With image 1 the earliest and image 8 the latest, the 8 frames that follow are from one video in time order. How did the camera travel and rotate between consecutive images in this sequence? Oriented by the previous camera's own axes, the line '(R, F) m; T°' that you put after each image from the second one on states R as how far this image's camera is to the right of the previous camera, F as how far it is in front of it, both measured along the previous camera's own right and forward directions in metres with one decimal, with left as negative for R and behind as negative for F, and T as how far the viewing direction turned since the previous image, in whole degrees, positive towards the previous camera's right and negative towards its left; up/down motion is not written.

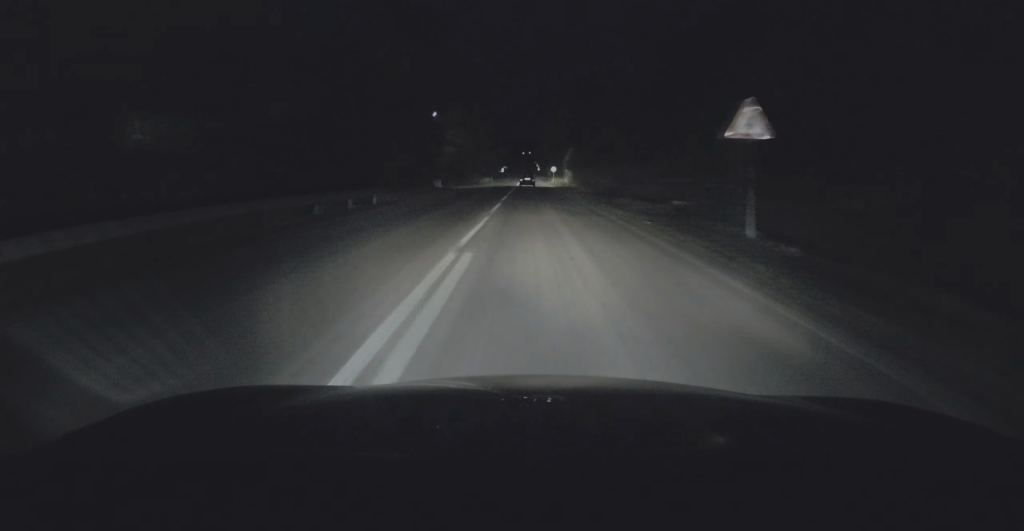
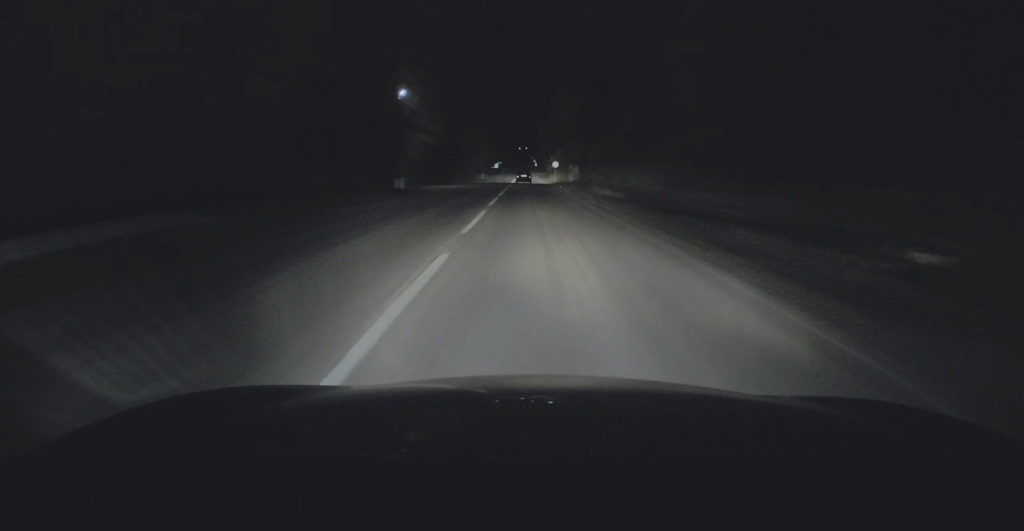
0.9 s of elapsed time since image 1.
(+0.1, +17.1) m; -1°
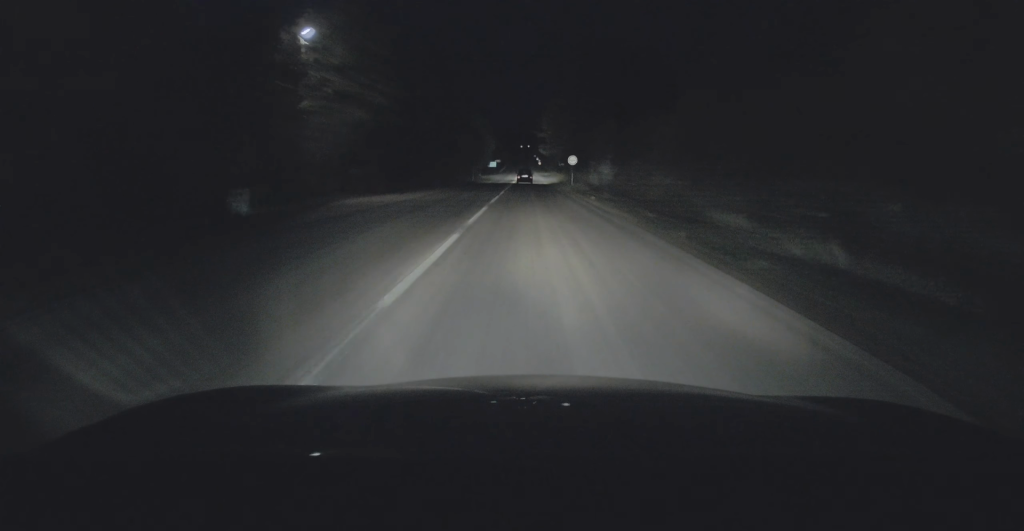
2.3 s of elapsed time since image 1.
(-0.6, +24.2) m; -1°
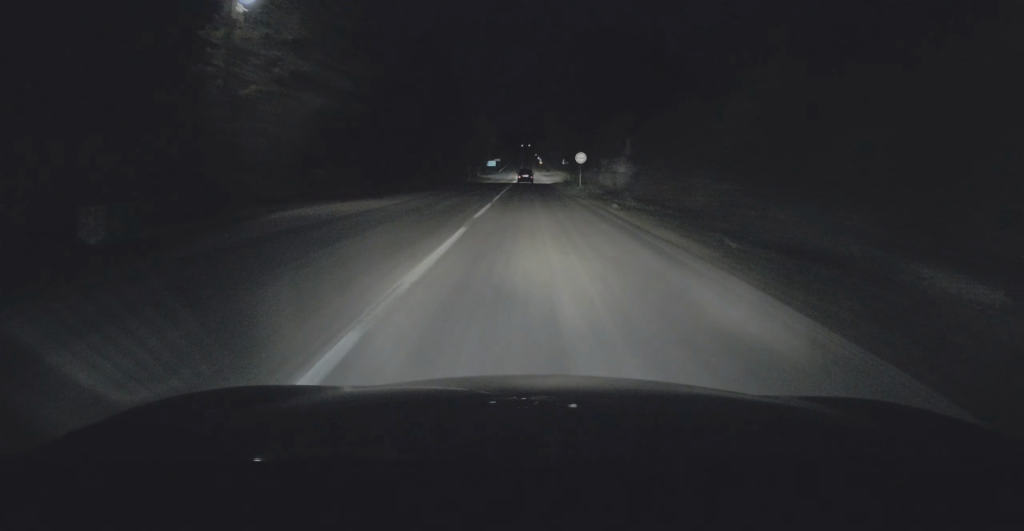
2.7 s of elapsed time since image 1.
(0.0, +7.8) m; +1°
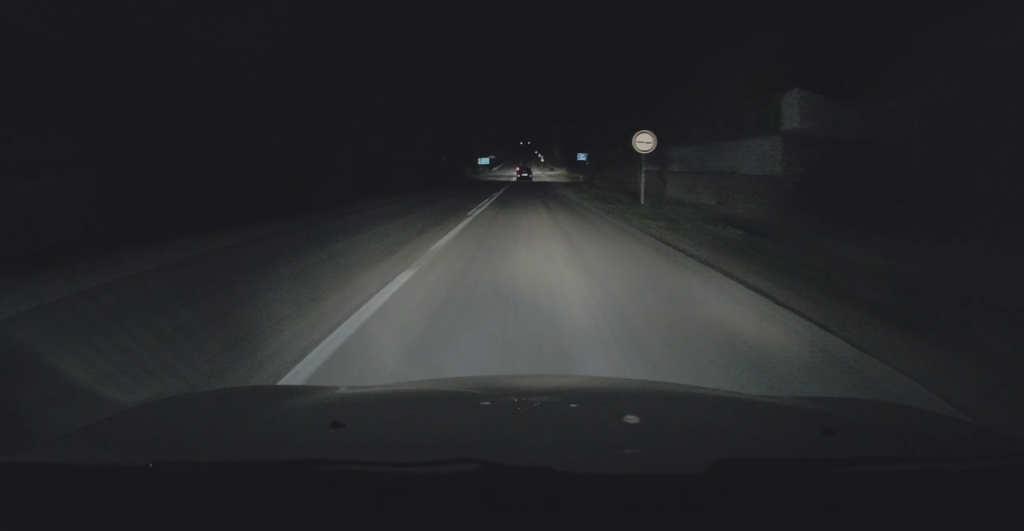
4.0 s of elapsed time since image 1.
(+0.5, +23.7) m; +1°
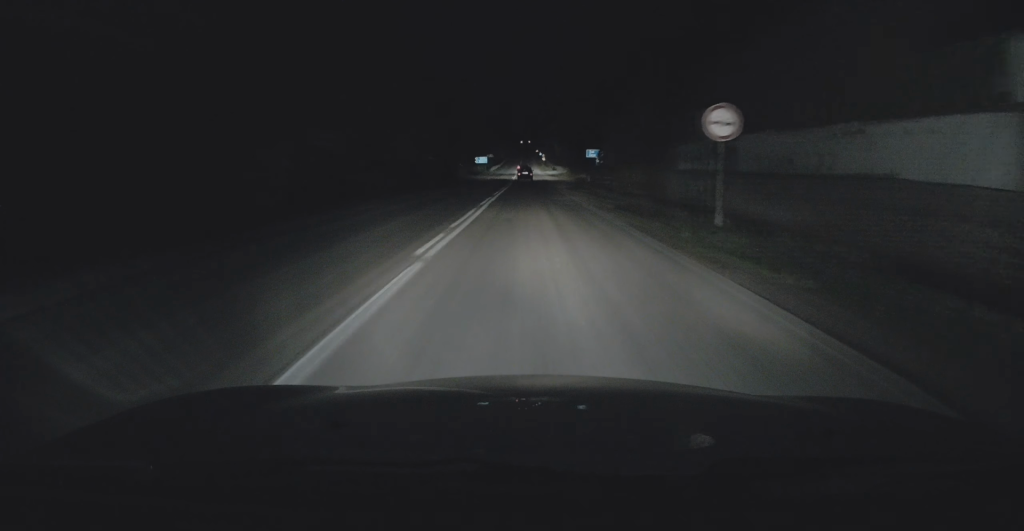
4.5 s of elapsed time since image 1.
(-0.2, +8.2) m; 0°
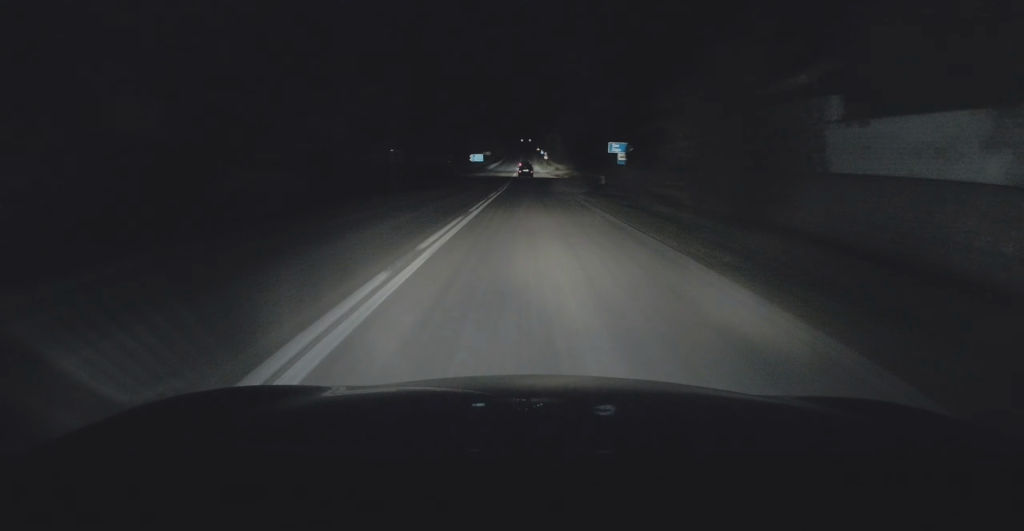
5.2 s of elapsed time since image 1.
(-0.2, +12.9) m; 0°
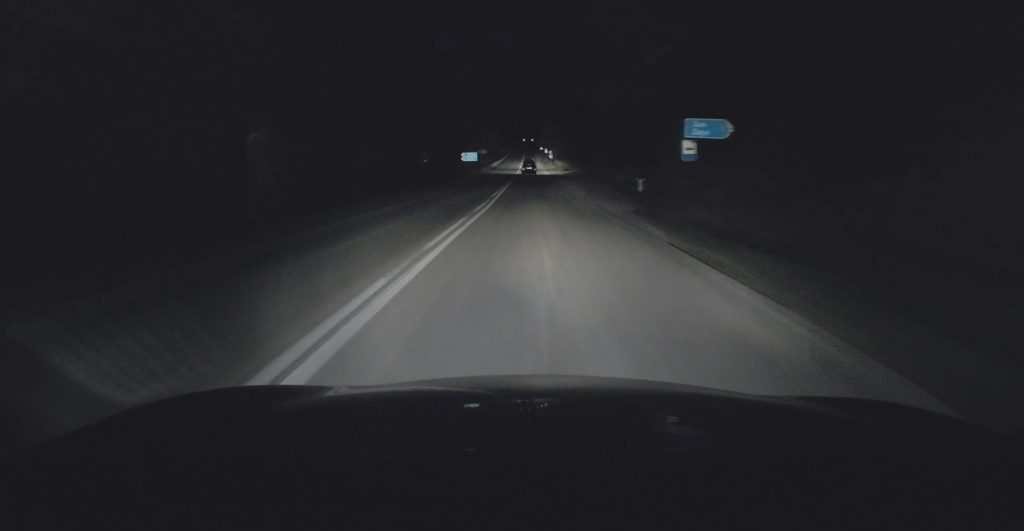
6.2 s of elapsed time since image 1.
(+0.3, +17.6) m; 0°
